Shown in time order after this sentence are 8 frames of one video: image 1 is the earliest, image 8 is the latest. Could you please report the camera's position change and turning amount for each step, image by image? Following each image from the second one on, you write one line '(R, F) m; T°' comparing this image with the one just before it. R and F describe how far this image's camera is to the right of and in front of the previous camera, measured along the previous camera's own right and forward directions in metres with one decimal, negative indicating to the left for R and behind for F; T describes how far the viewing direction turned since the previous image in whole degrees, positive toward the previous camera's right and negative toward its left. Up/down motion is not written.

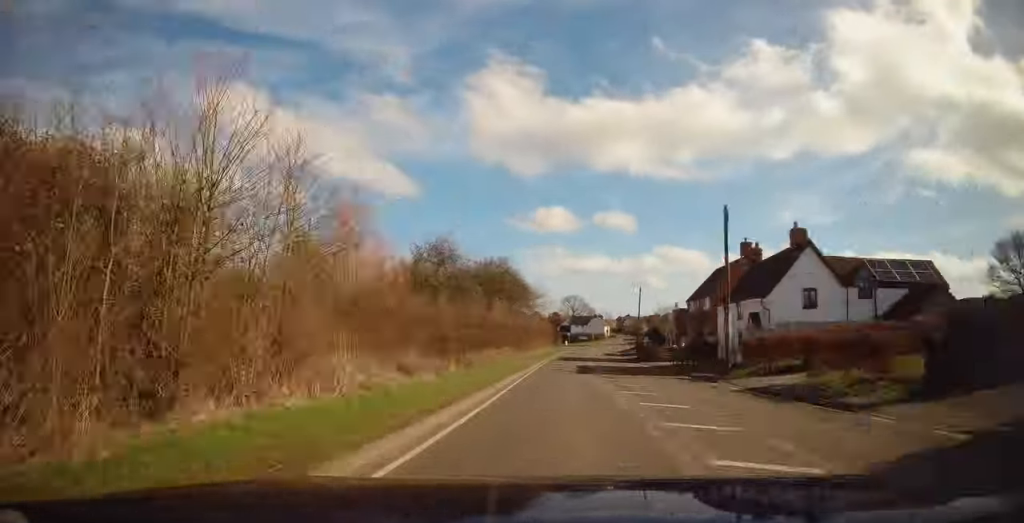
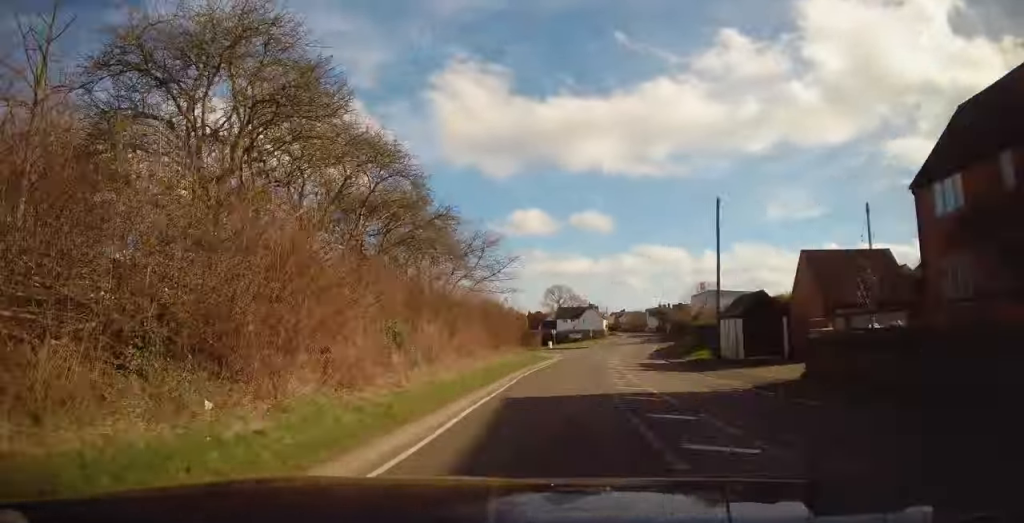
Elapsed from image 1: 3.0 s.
(-0.4, +41.0) m; +2°
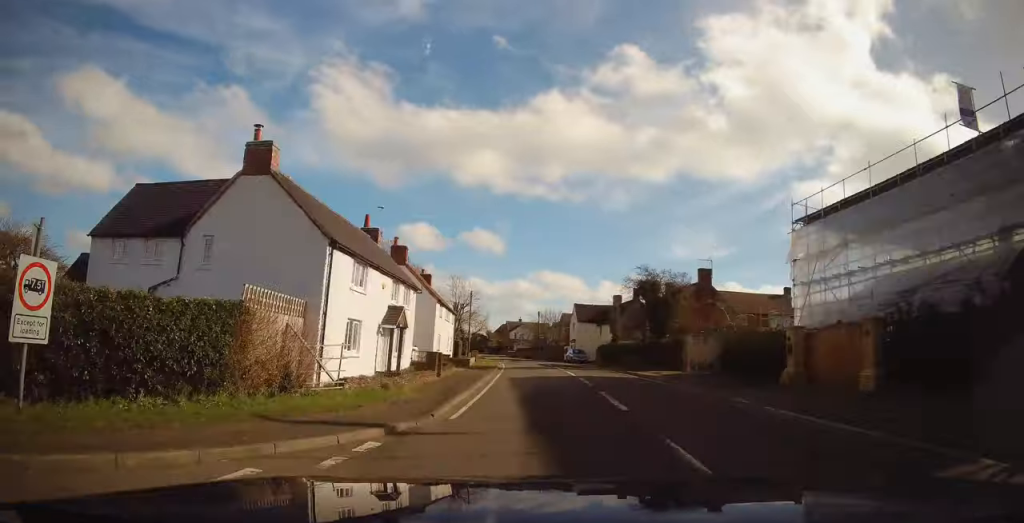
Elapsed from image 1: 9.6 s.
(+4.8, +88.1) m; 0°
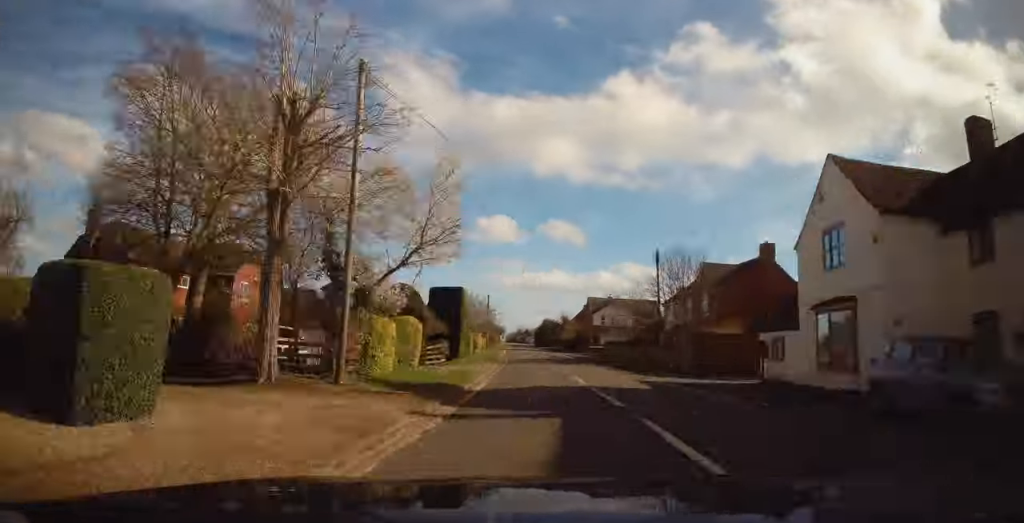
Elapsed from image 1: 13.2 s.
(-2.7, +47.1) m; -3°
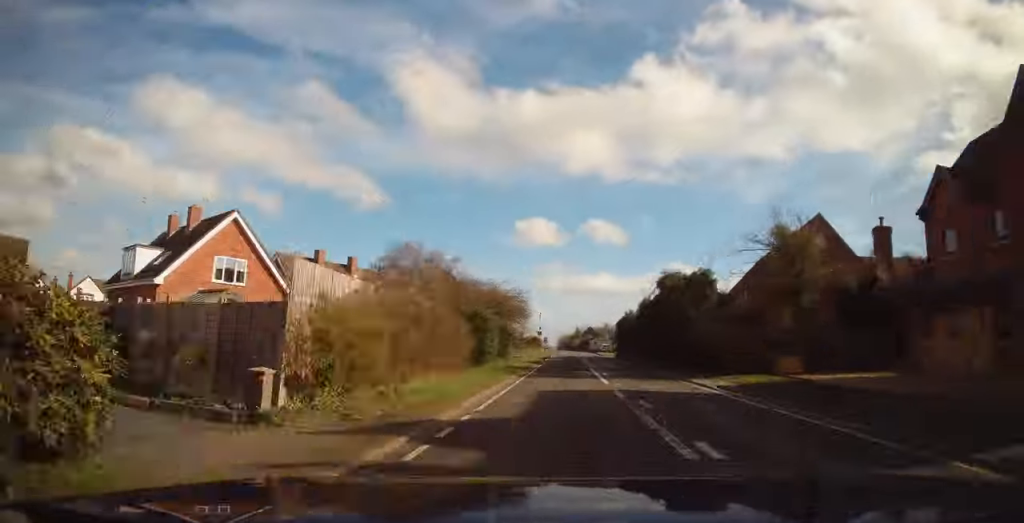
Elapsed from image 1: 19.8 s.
(-5.0, +86.4) m; -6°
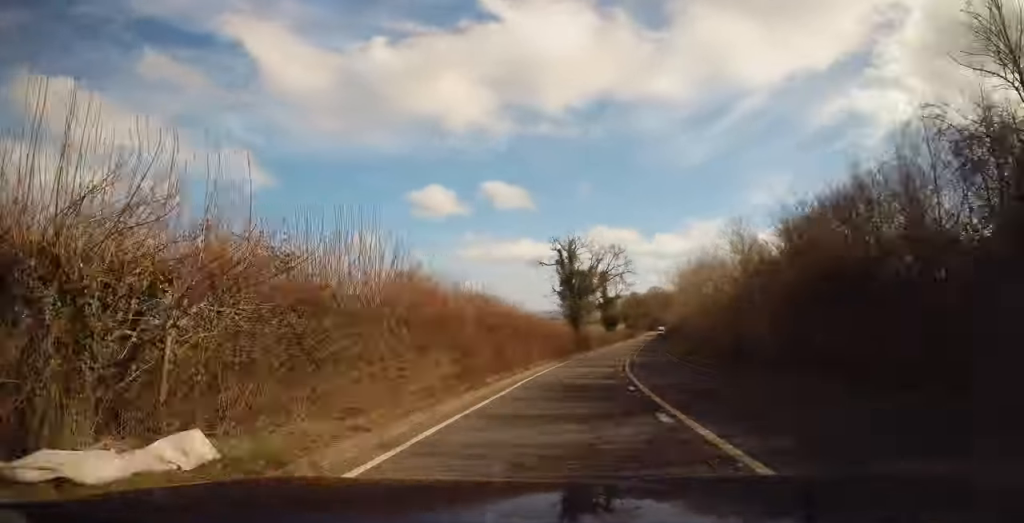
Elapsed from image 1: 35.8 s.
(+1.3, +226.7) m; +10°
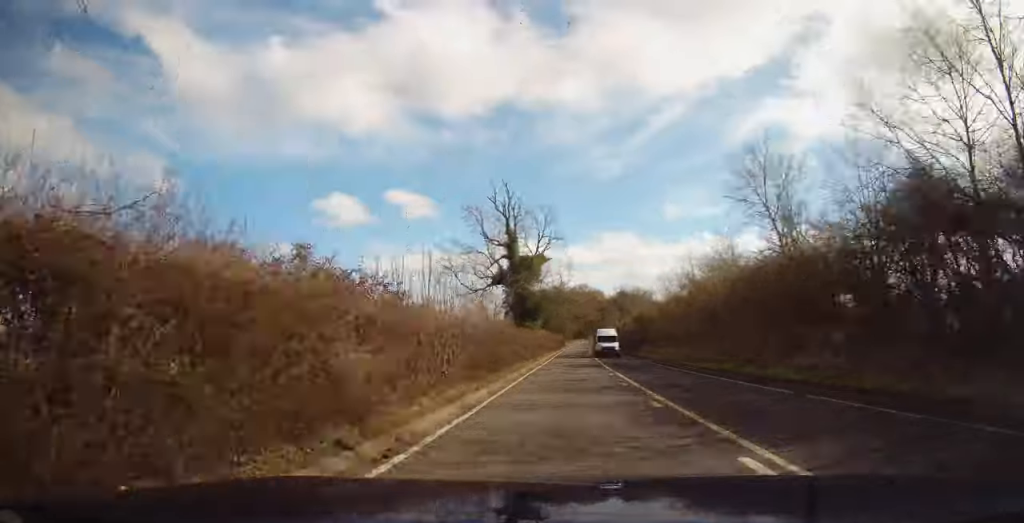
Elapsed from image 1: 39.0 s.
(+3.8, +52.1) m; +5°
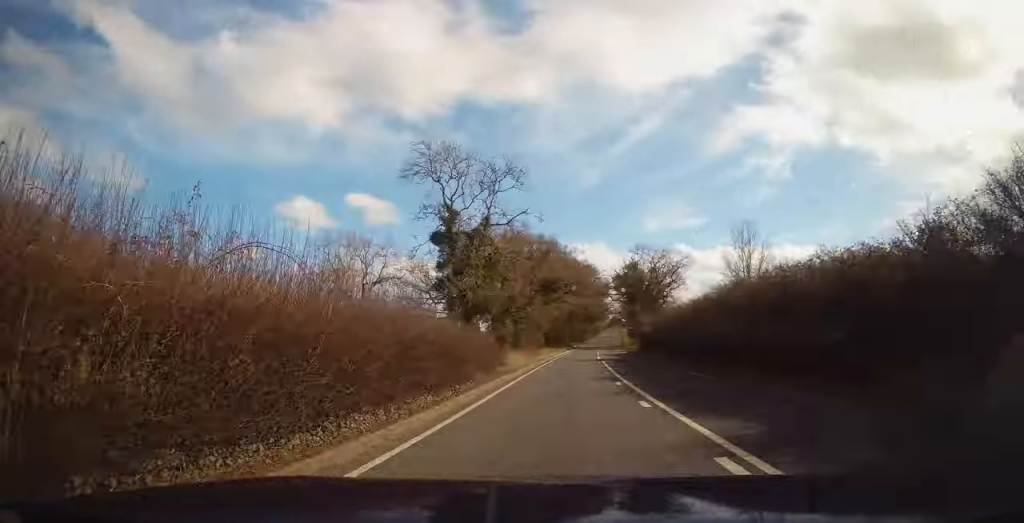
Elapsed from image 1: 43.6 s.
(+4.7, +80.2) m; +5°
